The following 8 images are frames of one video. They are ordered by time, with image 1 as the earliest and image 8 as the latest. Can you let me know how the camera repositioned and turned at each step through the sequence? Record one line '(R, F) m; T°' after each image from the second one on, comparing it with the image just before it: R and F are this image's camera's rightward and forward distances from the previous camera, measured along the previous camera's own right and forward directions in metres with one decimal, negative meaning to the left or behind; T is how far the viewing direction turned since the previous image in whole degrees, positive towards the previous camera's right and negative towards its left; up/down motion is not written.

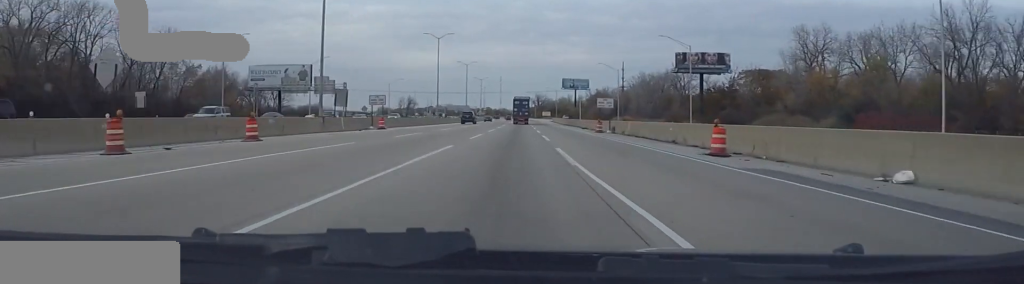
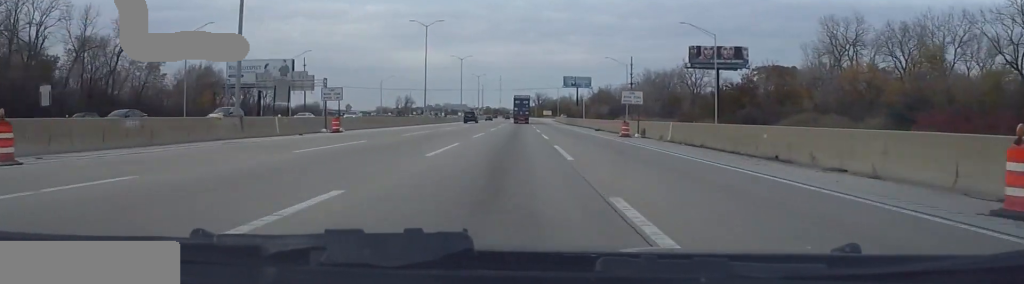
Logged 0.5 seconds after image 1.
(-0.3, +14.3) m; 0°
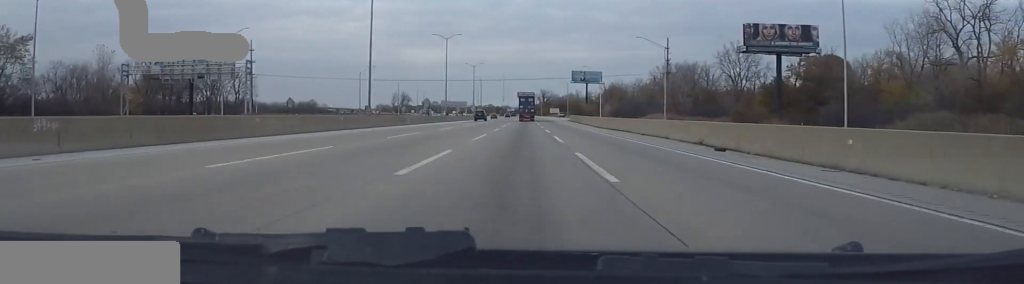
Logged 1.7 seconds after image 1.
(+0.1, +35.9) m; +1°
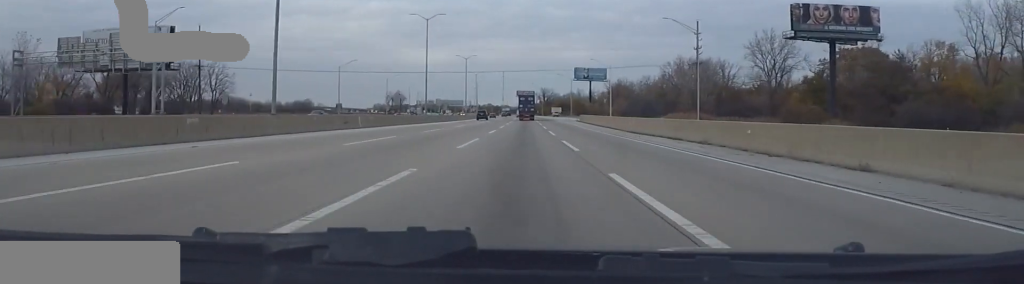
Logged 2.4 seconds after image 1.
(+0.2, +21.3) m; +1°
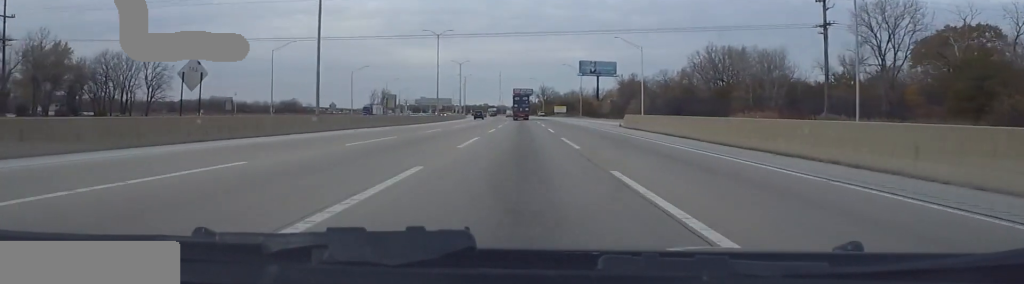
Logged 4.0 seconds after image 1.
(+0.2, +43.6) m; 0°
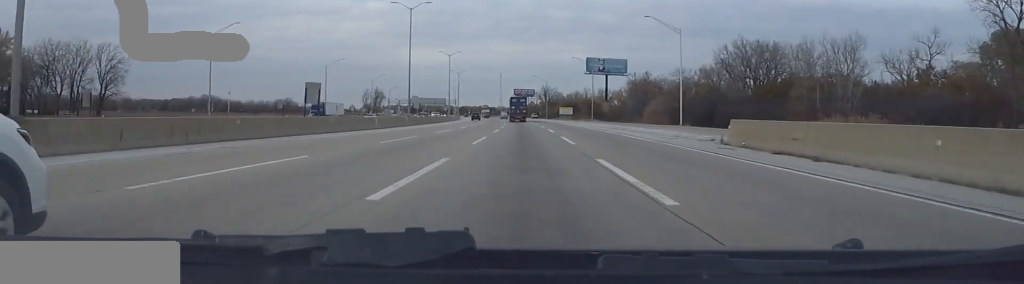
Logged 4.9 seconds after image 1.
(0.0, +26.1) m; 0°
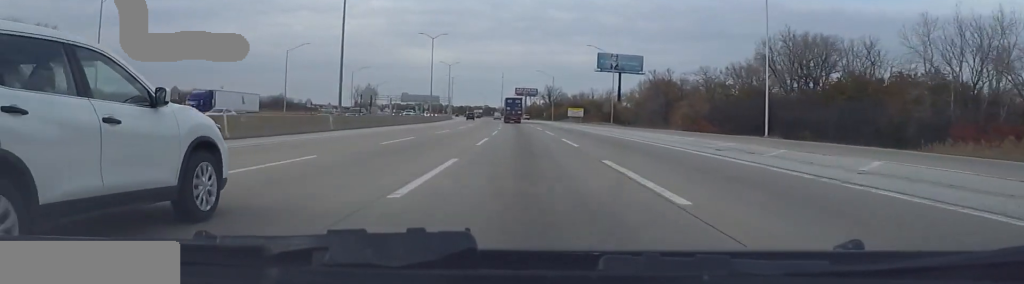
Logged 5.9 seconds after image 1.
(0.0, +30.0) m; 0°
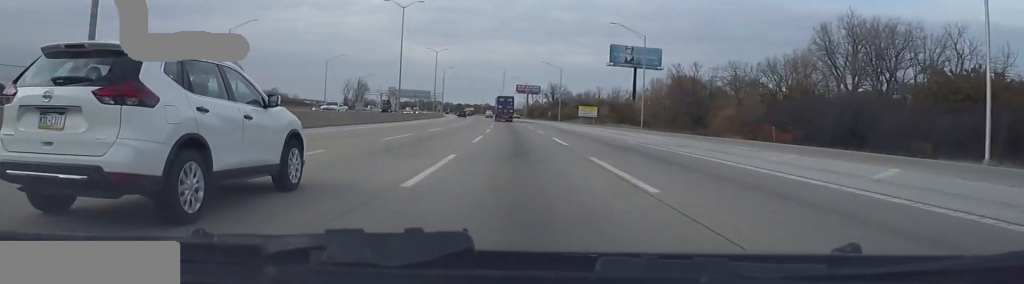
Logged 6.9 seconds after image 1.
(-0.1, +29.3) m; -2°
